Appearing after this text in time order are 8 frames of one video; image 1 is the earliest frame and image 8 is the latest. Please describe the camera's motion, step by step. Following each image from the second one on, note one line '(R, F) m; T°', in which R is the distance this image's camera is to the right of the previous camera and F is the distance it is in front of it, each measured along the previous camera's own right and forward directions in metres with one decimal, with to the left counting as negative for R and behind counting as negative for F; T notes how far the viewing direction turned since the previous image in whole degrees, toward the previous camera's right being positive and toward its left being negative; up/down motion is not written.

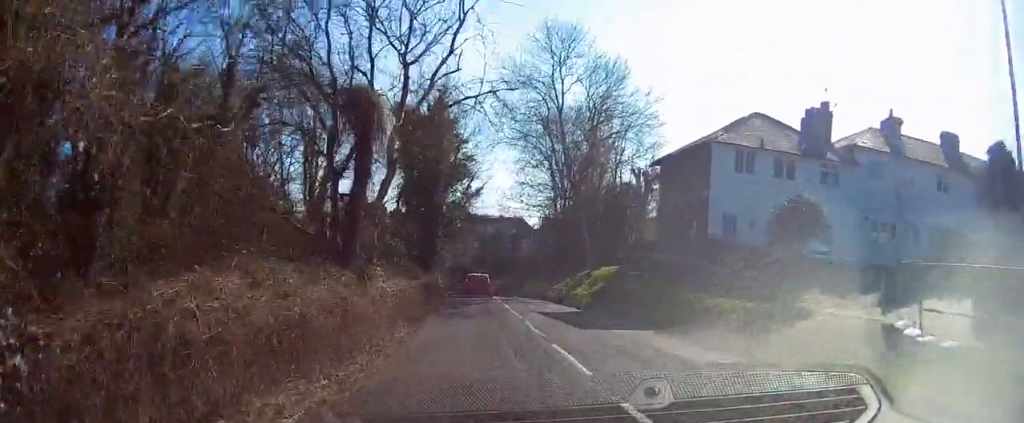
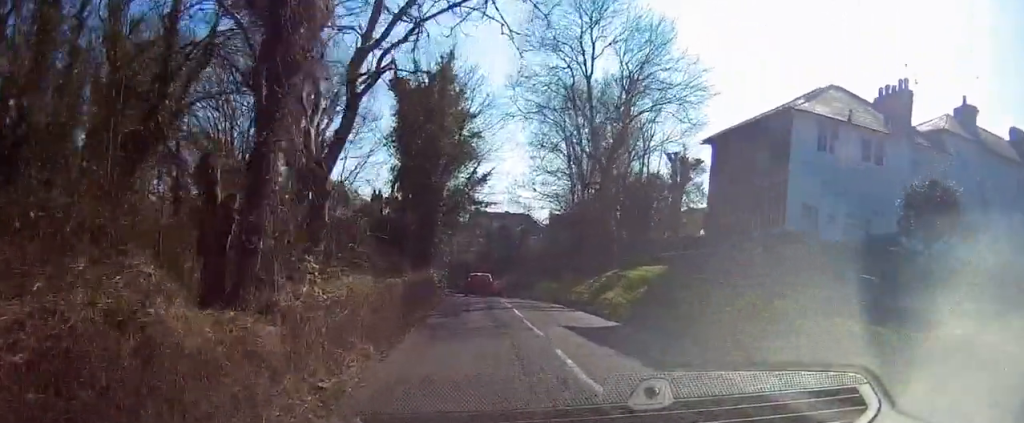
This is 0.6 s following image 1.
(-0.1, +6.5) m; -1°
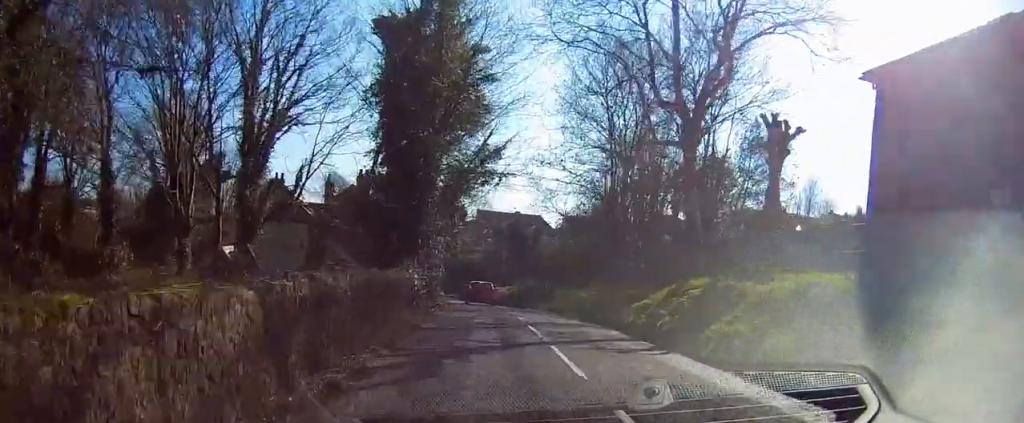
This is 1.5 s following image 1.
(-0.1, +11.1) m; -1°
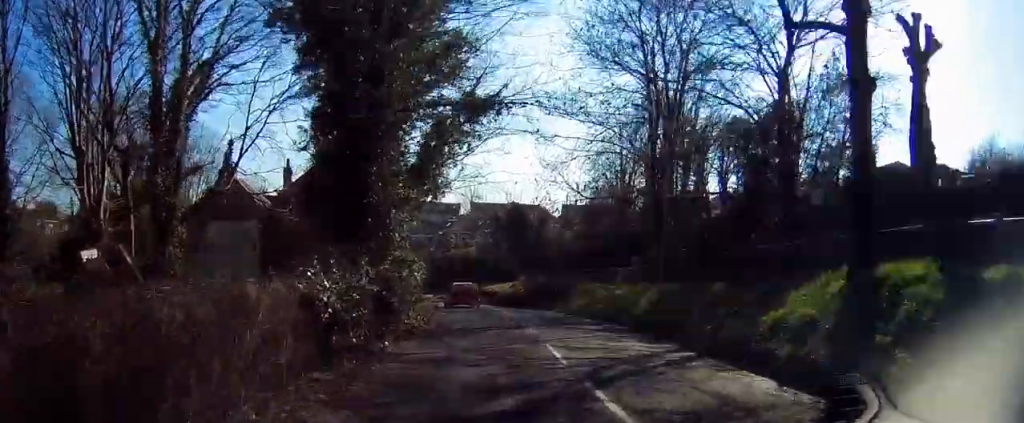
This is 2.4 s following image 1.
(-0.1, +9.9) m; 0°
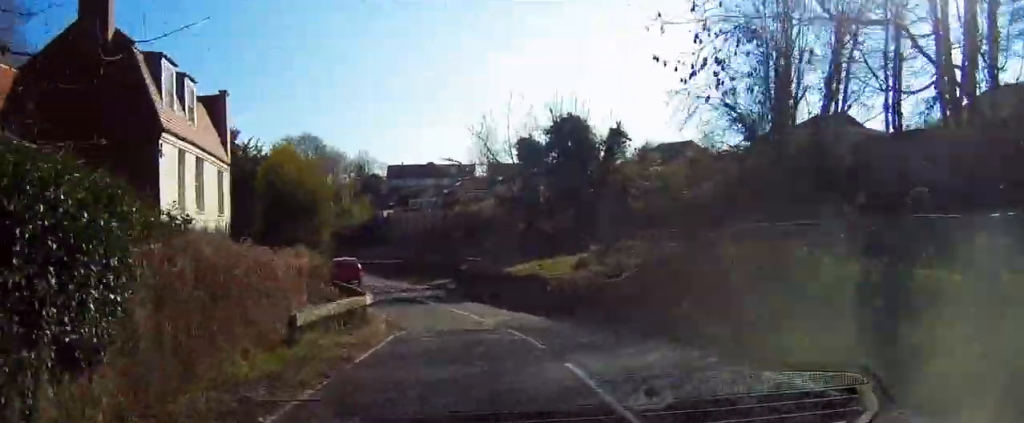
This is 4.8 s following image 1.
(+0.4, +26.6) m; -1°
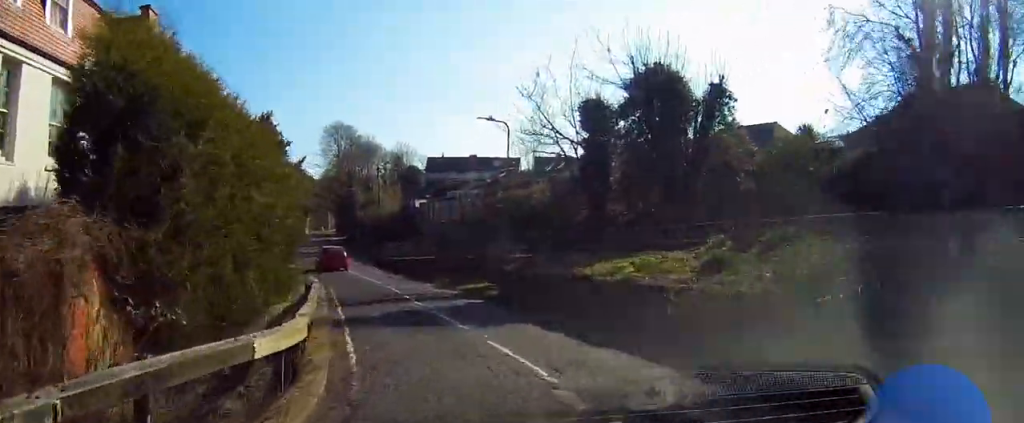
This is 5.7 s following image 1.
(-0.2, +9.0) m; -4°
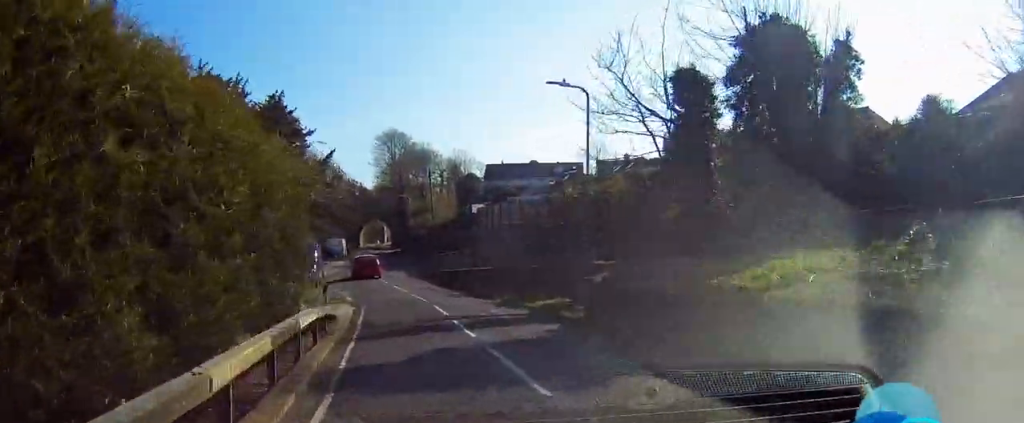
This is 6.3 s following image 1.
(-0.1, +5.6) m; -3°
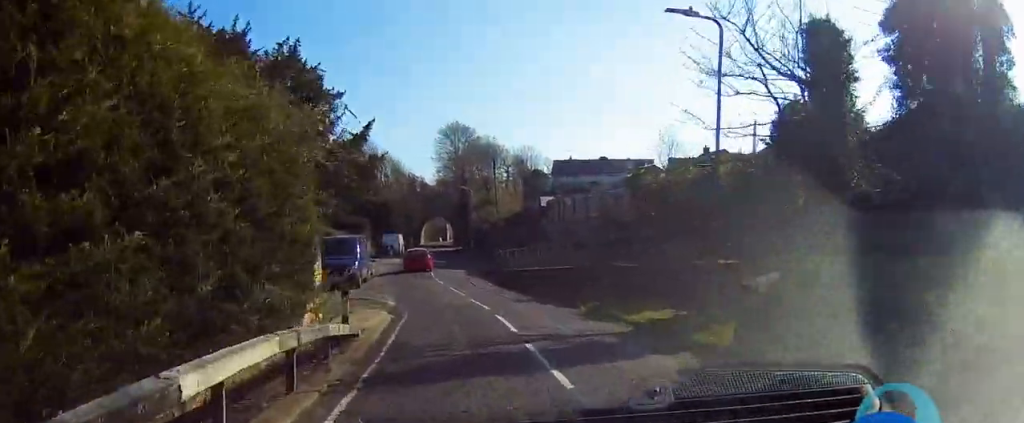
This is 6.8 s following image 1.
(-0.2, +5.4) m; -4°
